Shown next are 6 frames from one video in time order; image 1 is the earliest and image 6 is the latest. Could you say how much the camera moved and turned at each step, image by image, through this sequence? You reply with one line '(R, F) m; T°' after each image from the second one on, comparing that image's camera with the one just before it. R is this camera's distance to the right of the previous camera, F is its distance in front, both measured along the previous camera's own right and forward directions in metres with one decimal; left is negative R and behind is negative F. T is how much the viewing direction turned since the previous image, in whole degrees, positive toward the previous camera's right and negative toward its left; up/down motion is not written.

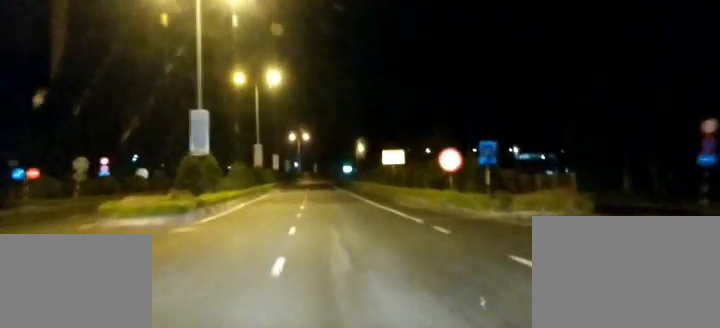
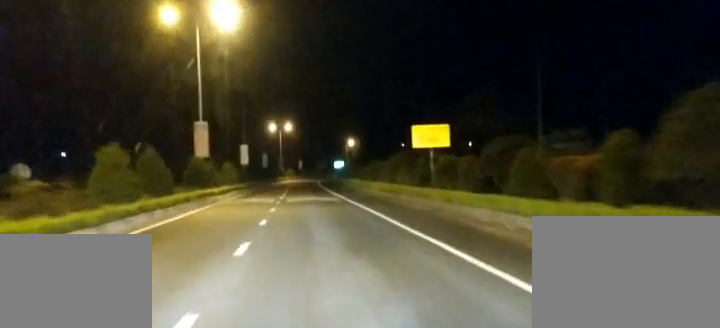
(+0.5, +29.8) m; +2°
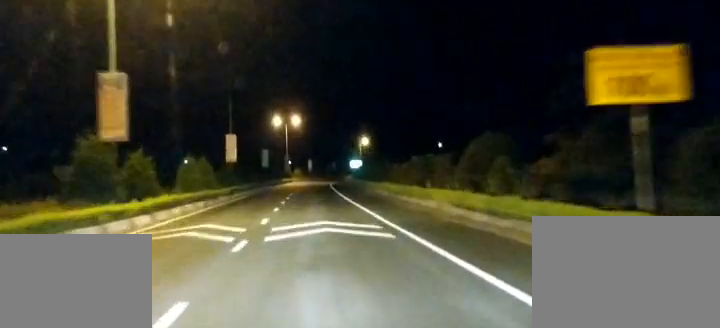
(0.0, +24.4) m; -1°
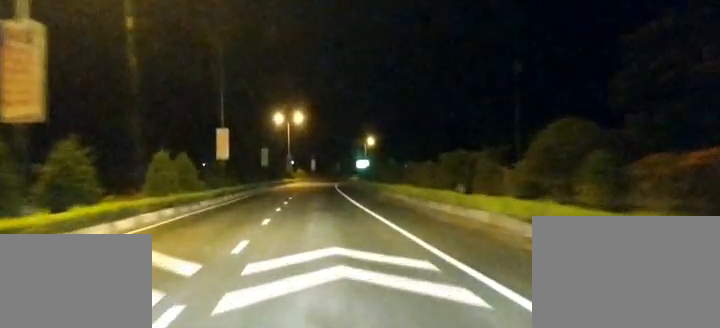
(0.0, +8.6) m; 0°
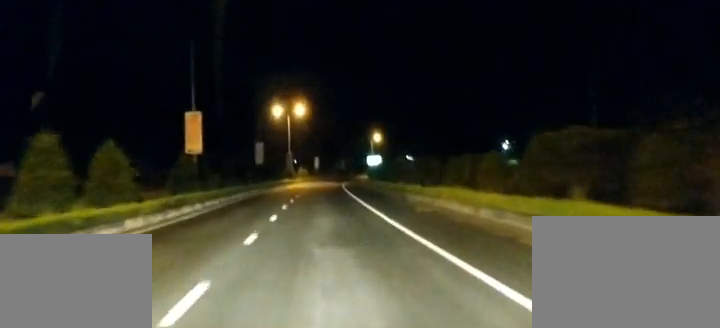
(0.0, +14.6) m; 0°
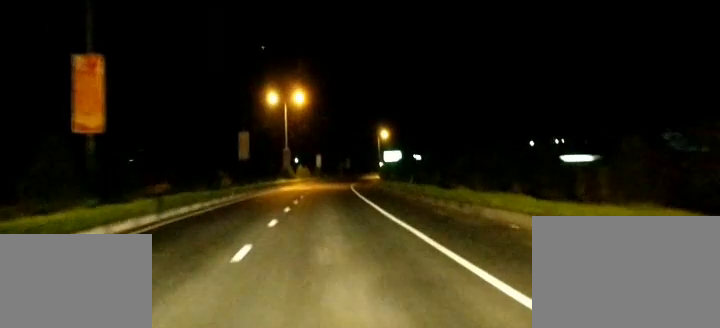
(0.0, +20.3) m; 0°
